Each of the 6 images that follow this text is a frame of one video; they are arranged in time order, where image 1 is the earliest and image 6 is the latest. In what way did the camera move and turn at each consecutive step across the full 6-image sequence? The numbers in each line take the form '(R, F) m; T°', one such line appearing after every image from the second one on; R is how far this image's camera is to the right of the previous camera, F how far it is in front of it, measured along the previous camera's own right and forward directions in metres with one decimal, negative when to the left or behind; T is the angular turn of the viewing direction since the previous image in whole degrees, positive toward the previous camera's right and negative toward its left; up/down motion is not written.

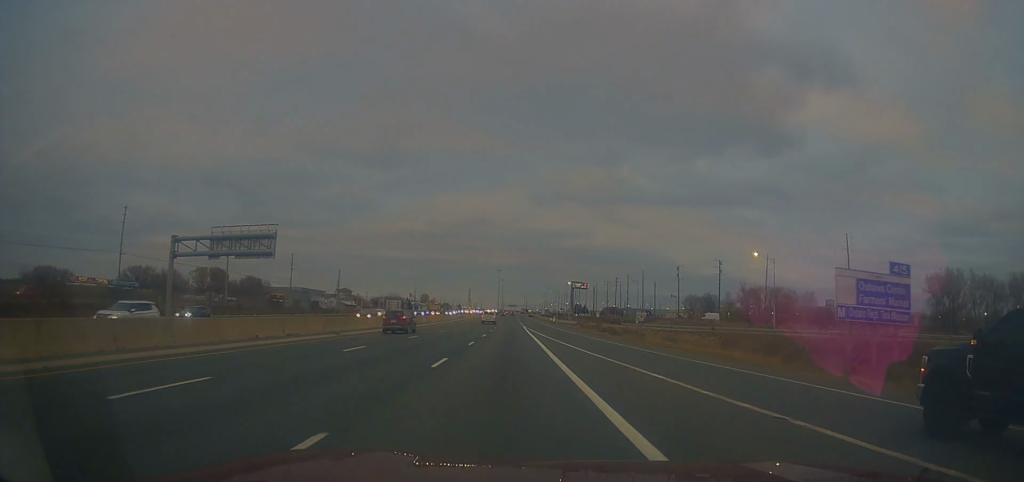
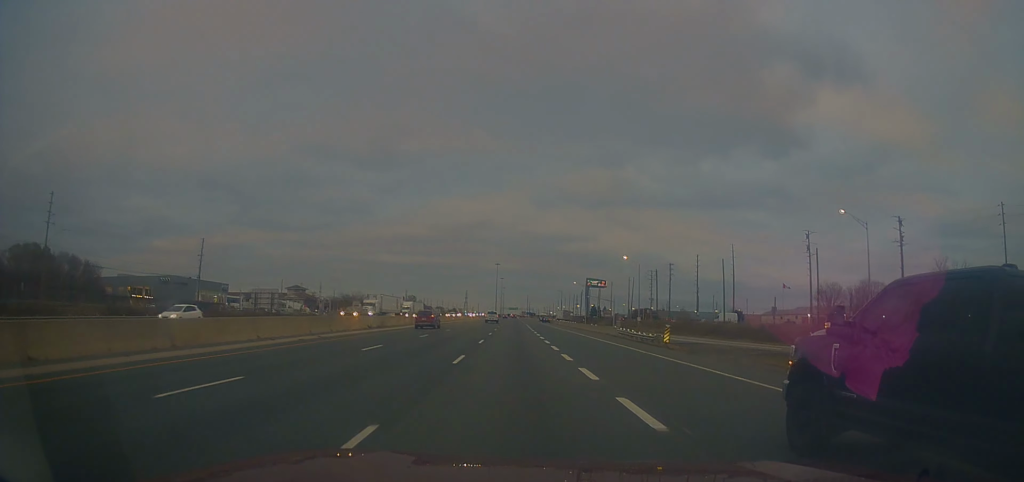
(-0.2, +97.1) m; 0°
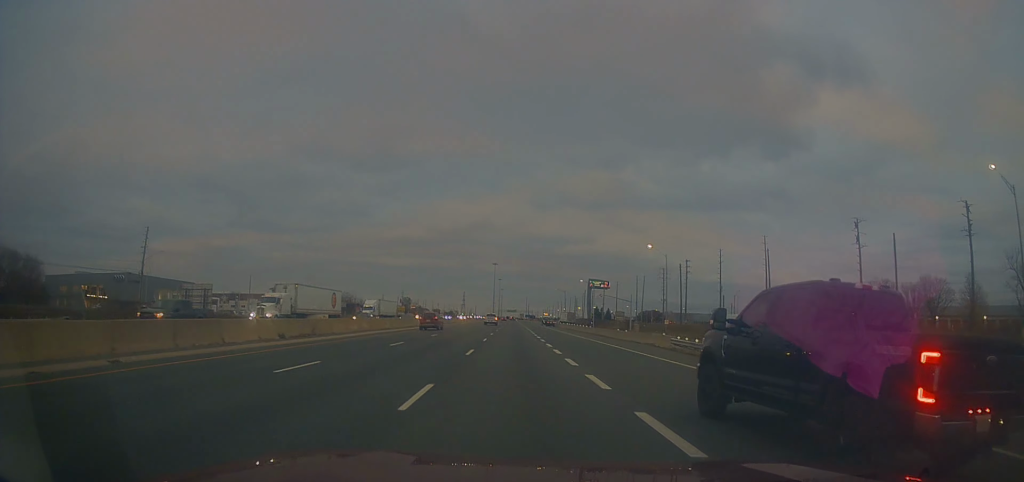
(+0.1, +20.0) m; +1°
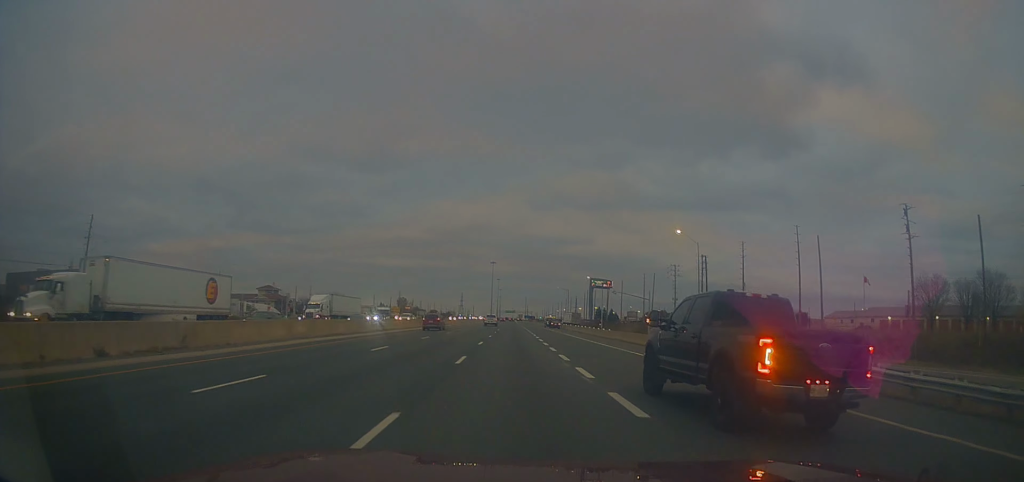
(+0.1, +15.8) m; +1°
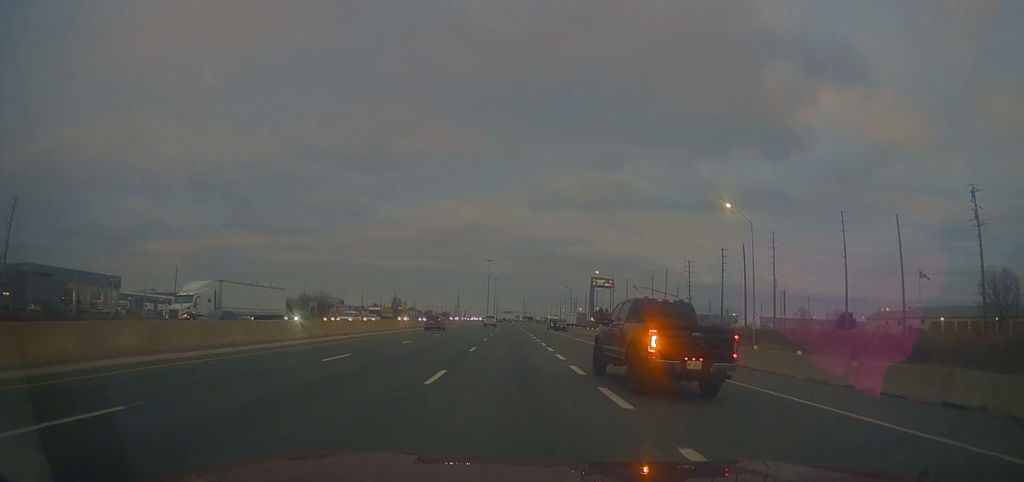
(+0.2, +17.4) m; -1°
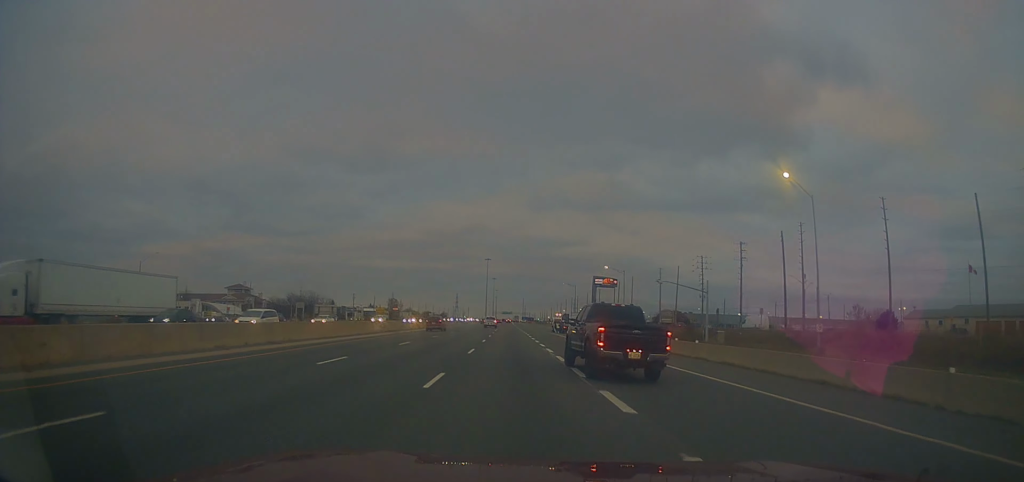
(+0.2, +12.5) m; -1°
